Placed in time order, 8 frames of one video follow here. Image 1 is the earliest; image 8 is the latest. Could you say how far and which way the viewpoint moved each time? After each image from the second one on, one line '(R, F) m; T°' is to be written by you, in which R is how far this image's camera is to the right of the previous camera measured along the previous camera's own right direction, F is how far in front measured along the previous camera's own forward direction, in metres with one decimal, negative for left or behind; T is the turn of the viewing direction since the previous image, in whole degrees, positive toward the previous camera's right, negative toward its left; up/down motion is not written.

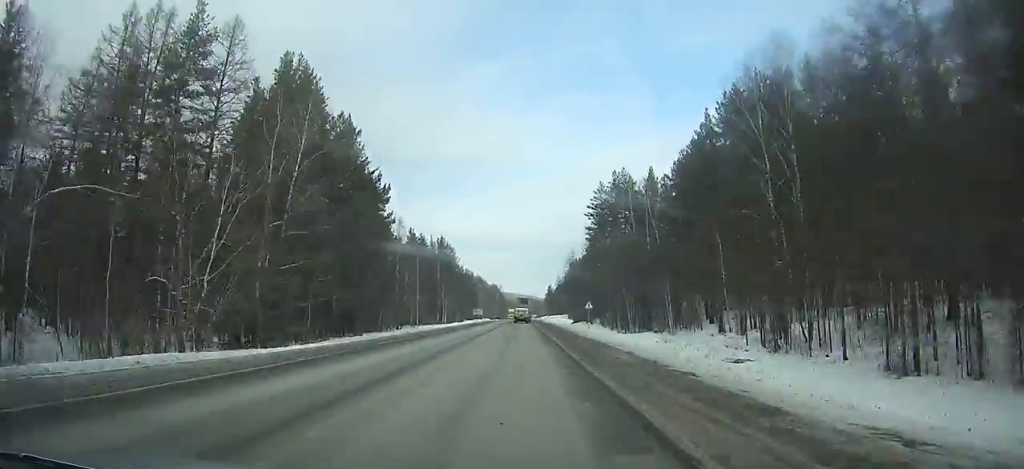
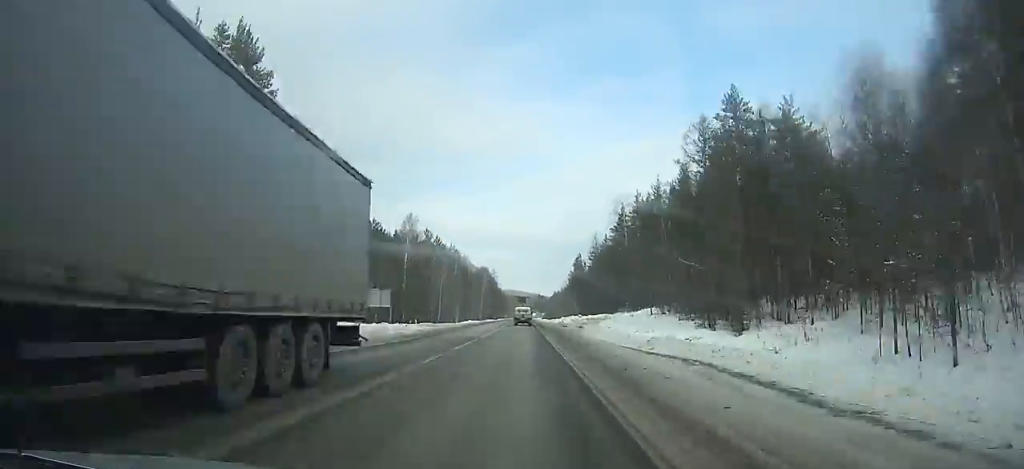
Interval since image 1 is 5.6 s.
(+0.3, +123.4) m; 0°
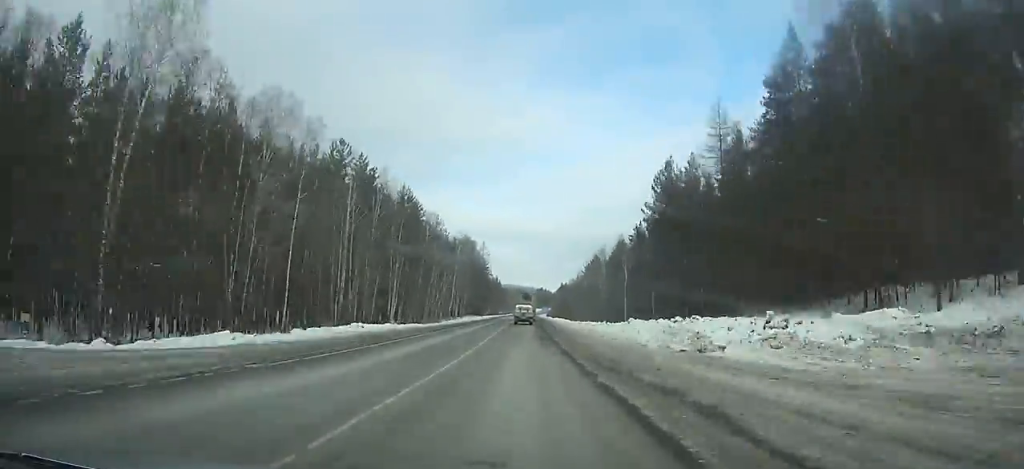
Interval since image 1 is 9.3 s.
(-0.2, +80.7) m; 0°
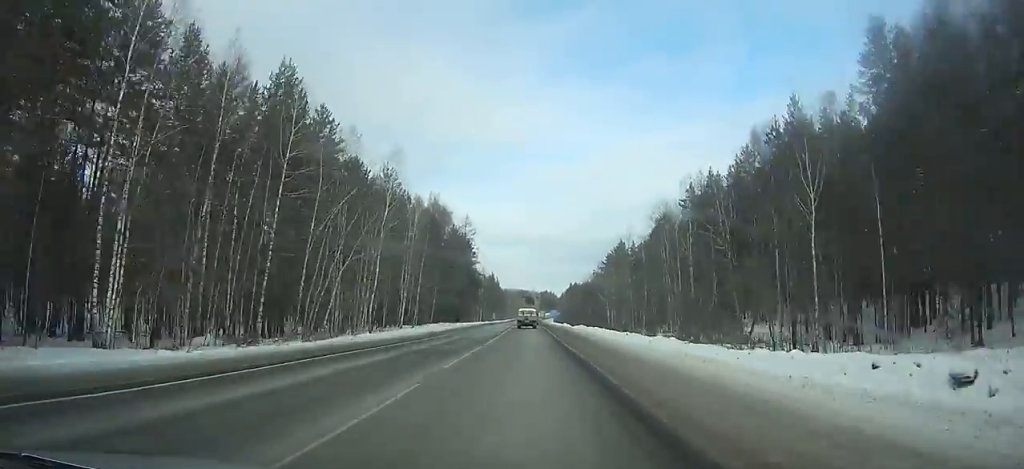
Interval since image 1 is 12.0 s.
(0.0, +58.8) m; 0°
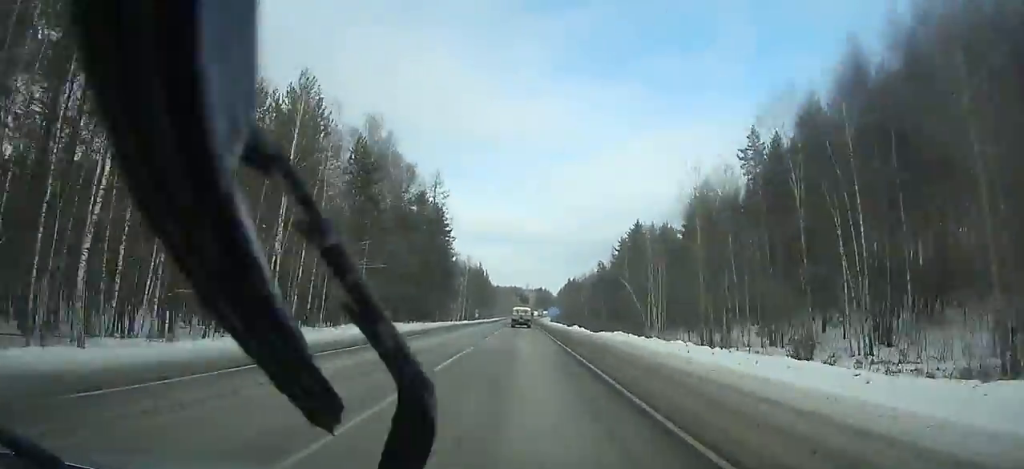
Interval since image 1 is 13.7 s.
(0.0, +37.1) m; 0°
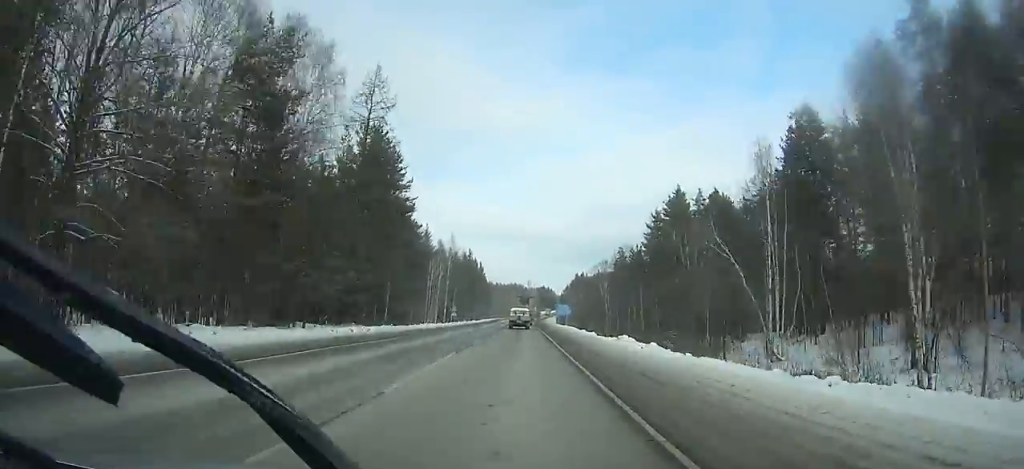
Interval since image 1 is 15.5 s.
(+0.1, +39.5) m; 0°
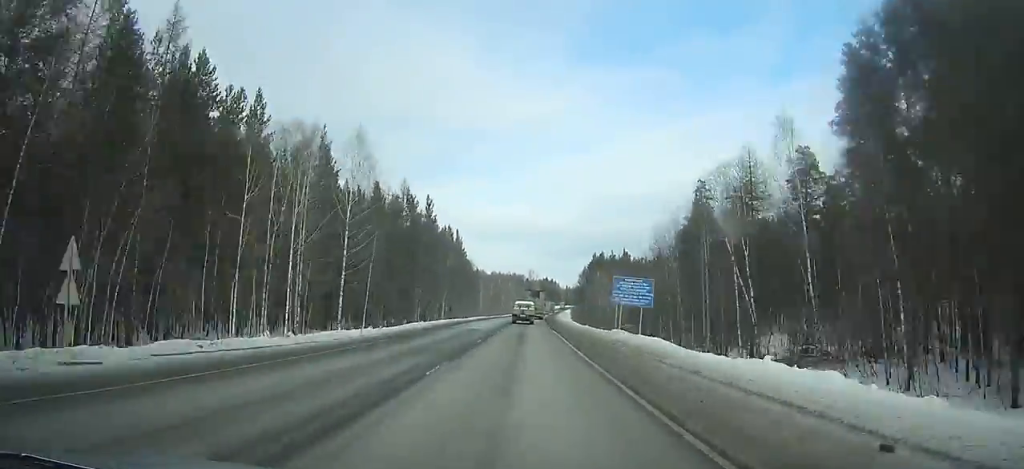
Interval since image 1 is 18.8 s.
(-0.3, +72.7) m; 0°
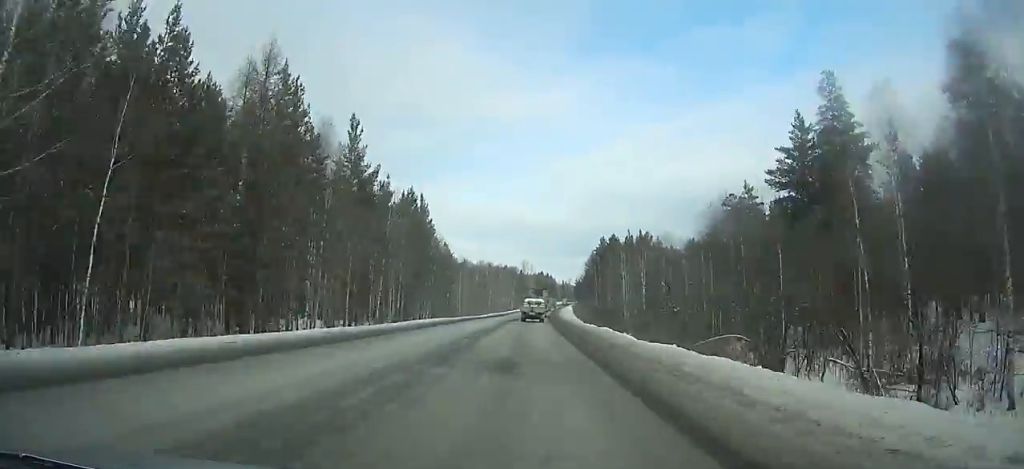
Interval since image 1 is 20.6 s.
(+0.4, +39.8) m; +1°
